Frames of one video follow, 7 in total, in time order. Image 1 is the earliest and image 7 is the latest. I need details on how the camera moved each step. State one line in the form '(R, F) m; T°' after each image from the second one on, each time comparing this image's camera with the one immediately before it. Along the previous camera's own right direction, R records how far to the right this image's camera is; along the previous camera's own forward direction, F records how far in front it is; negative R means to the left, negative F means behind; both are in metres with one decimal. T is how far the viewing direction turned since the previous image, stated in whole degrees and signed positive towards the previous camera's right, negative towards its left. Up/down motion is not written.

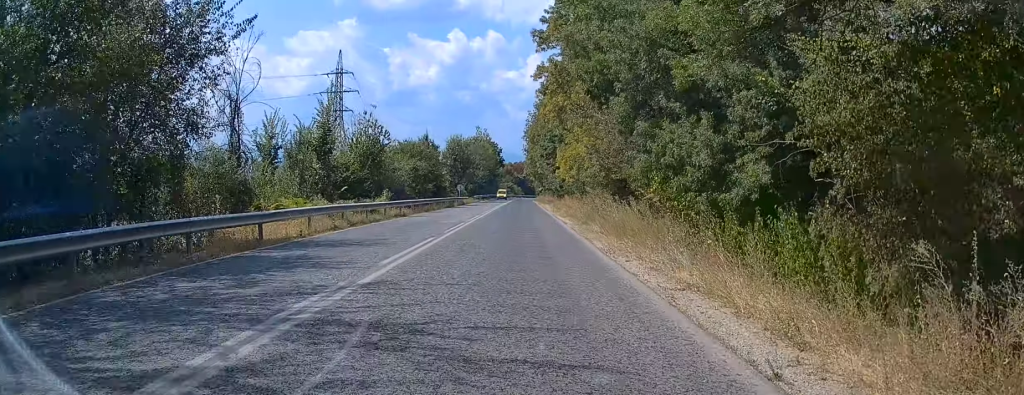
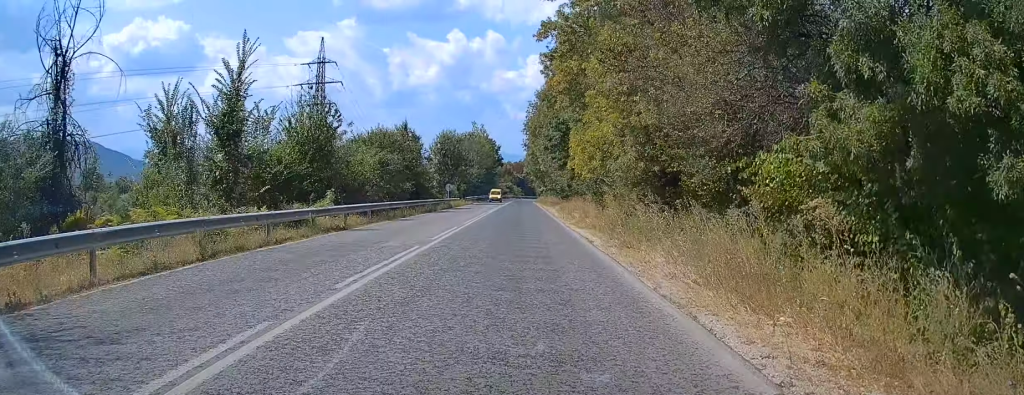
(-0.1, +11.3) m; 0°
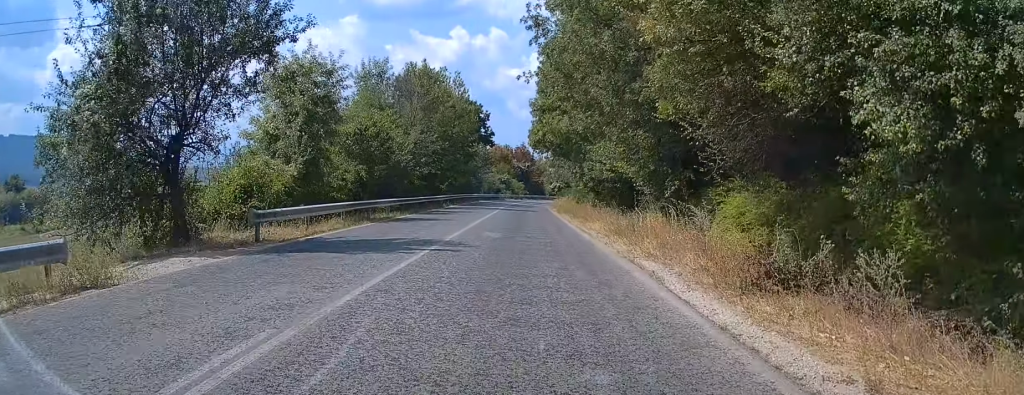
(-0.8, +61.0) m; -1°
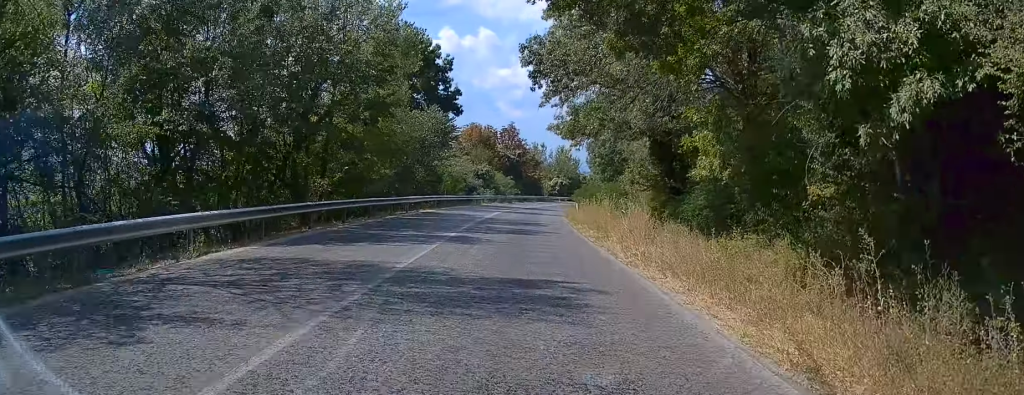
(+0.5, +39.7) m; +1°
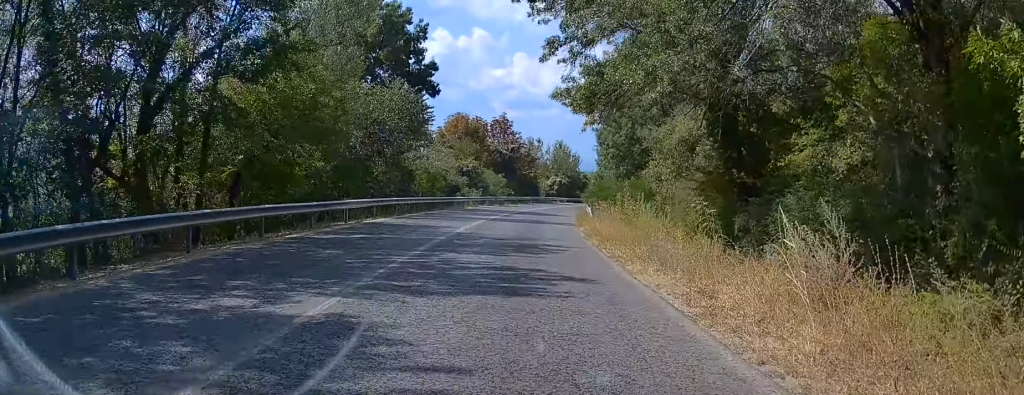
(+0.1, +12.0) m; +1°
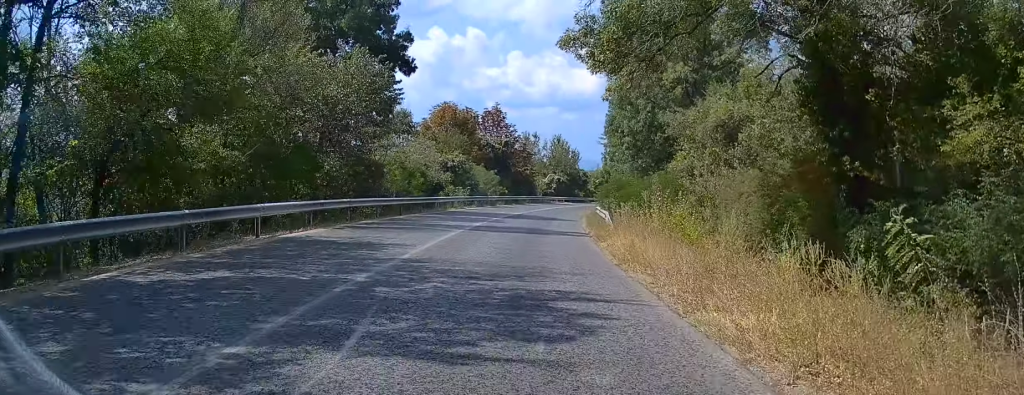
(0.0, +8.3) m; +1°
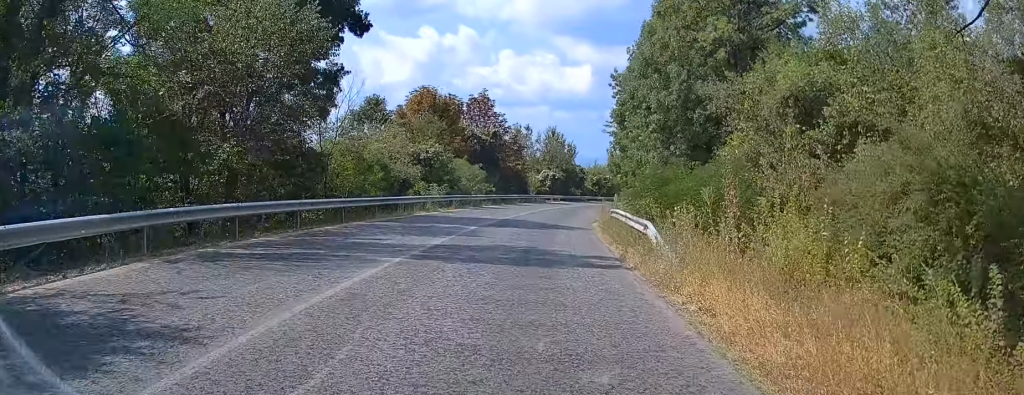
(-0.1, +9.5) m; +1°
